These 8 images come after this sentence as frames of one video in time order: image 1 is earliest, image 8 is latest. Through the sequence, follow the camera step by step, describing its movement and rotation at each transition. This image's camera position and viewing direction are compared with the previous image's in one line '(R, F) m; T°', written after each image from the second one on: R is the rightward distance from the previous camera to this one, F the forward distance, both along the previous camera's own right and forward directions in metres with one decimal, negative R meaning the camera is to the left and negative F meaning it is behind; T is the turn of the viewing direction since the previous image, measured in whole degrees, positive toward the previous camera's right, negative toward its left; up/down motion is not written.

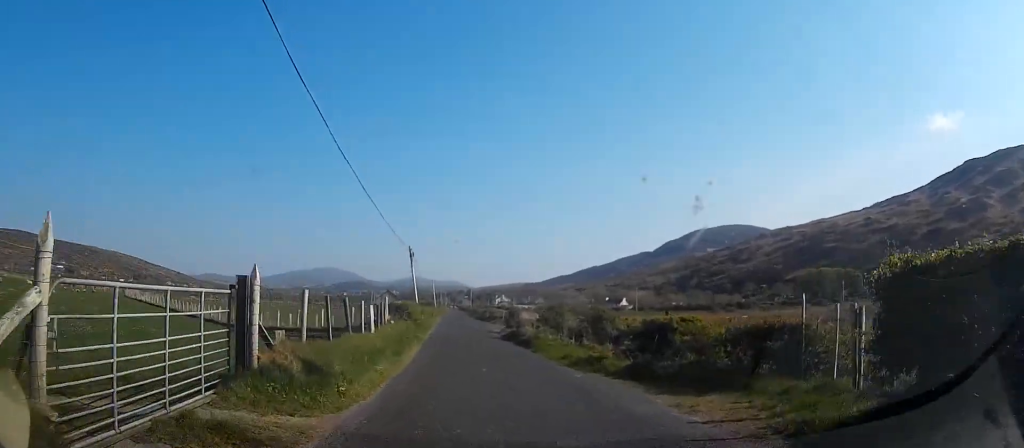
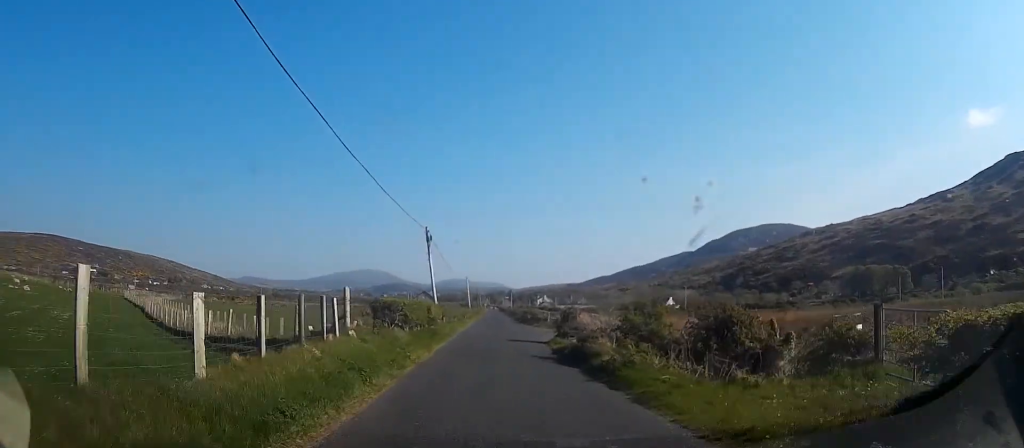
(-0.3, +11.5) m; -3°
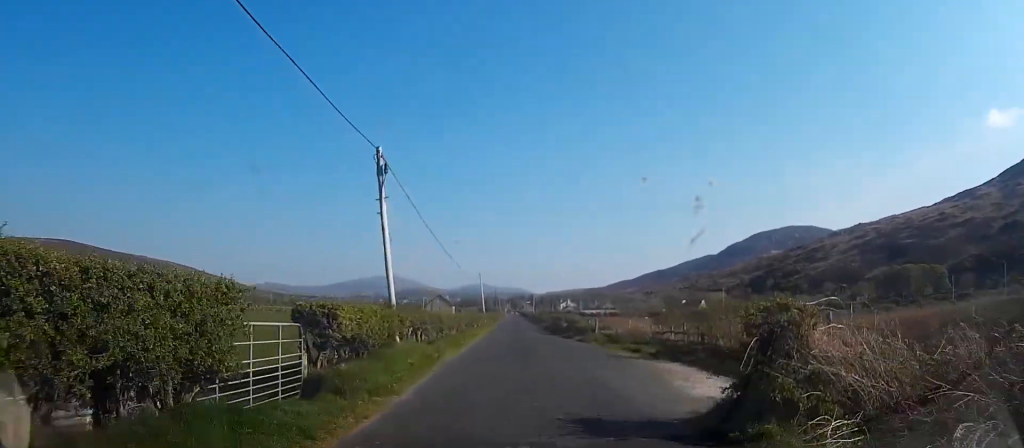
(-0.6, +18.3) m; -2°
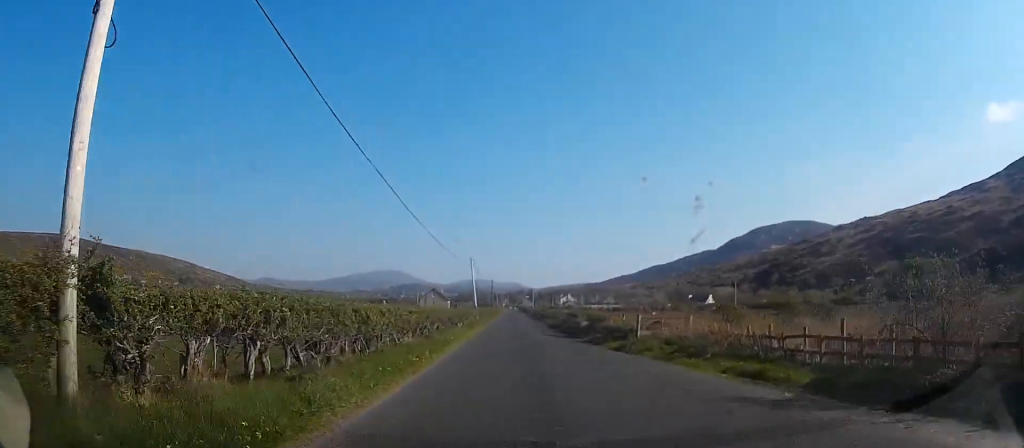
(+0.2, +13.0) m; 0°
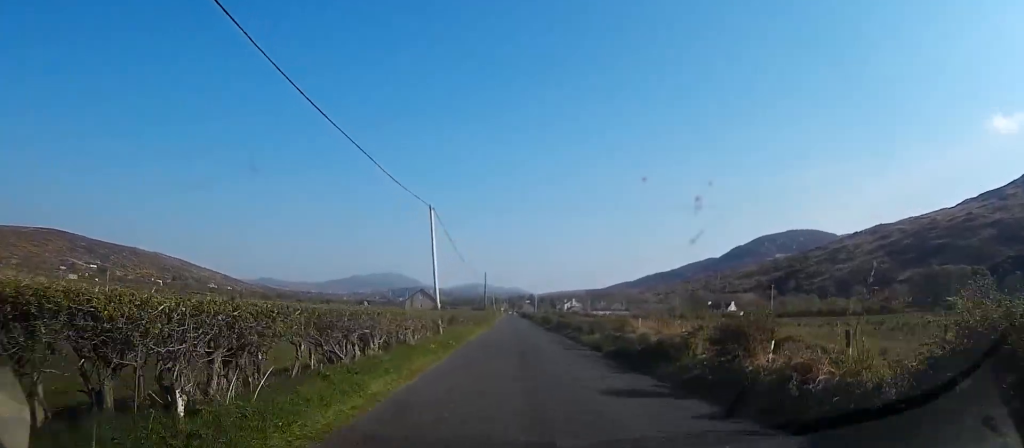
(+0.1, +28.5) m; +1°
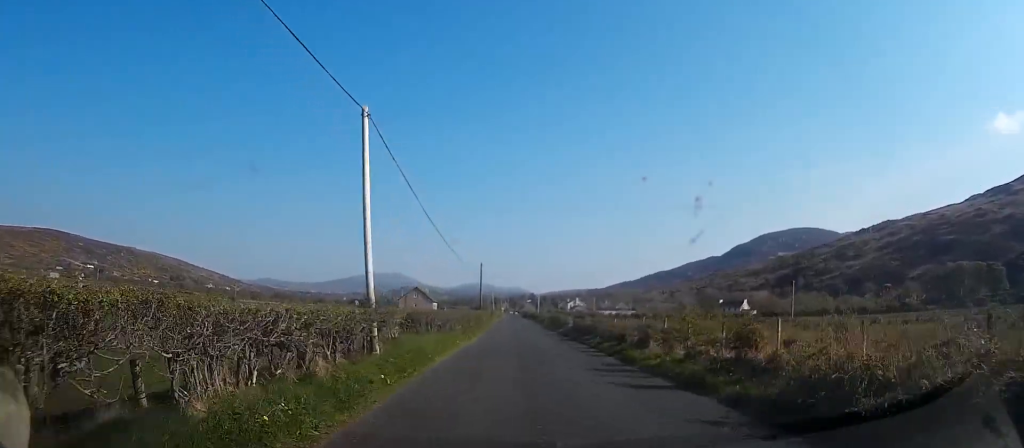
(-0.1, +12.9) m; 0°
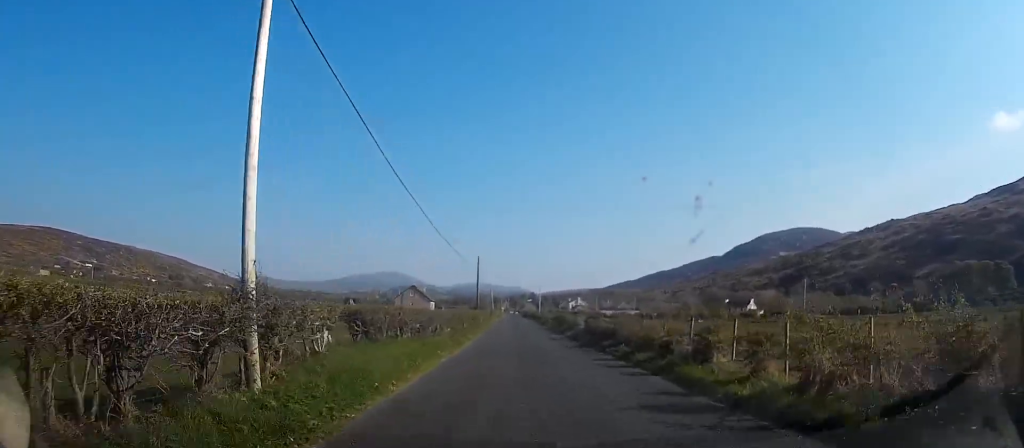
(0.0, +6.5) m; 0°
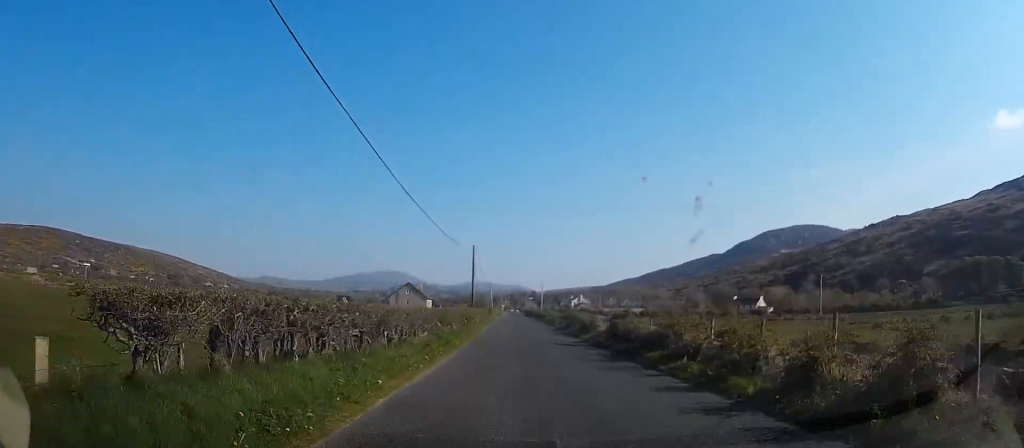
(0.0, +8.1) m; 0°
